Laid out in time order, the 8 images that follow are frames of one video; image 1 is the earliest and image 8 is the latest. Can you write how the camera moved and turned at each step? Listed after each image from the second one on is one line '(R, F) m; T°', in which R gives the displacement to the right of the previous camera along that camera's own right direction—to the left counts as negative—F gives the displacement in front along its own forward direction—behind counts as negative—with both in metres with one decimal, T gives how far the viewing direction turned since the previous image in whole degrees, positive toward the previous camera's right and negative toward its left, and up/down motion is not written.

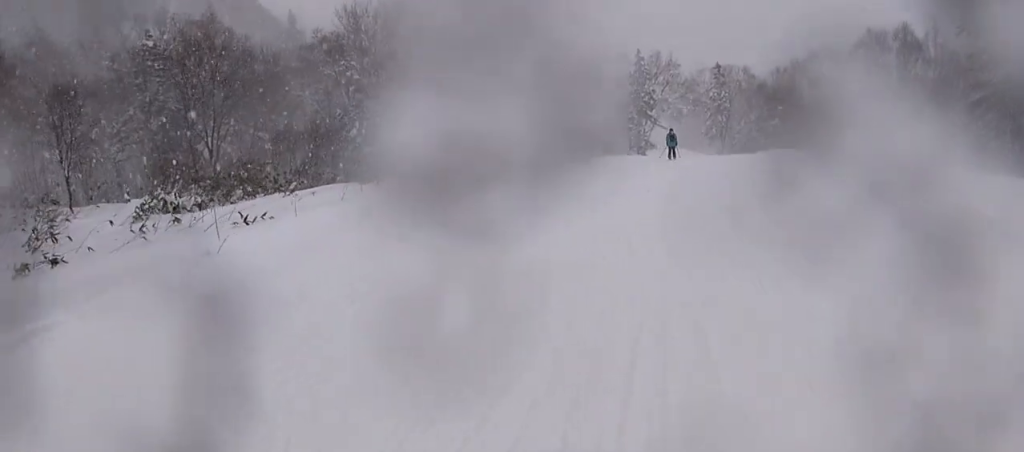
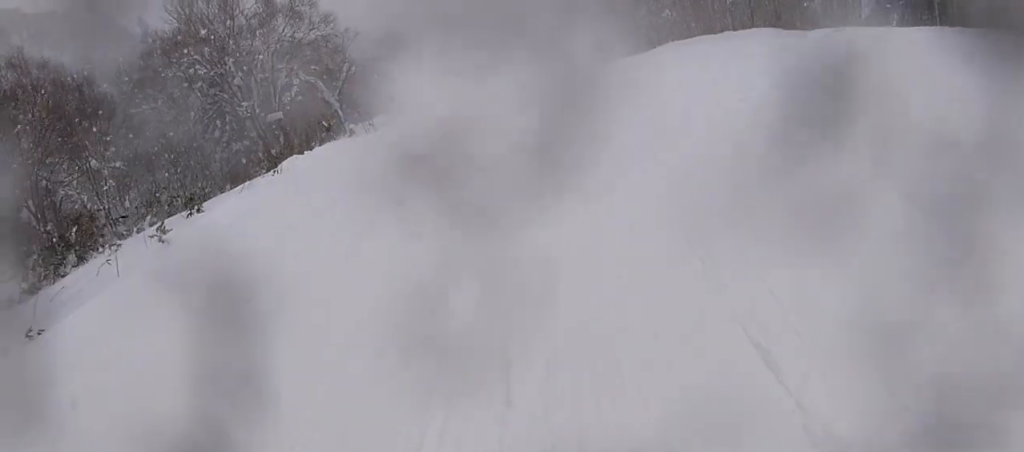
(-0.2, +5.2) m; +13°
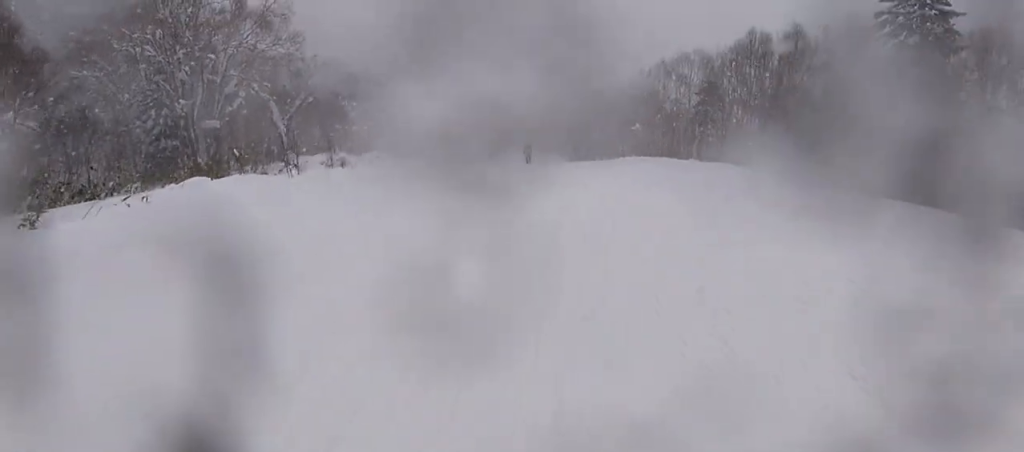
(+1.2, +3.8) m; +5°
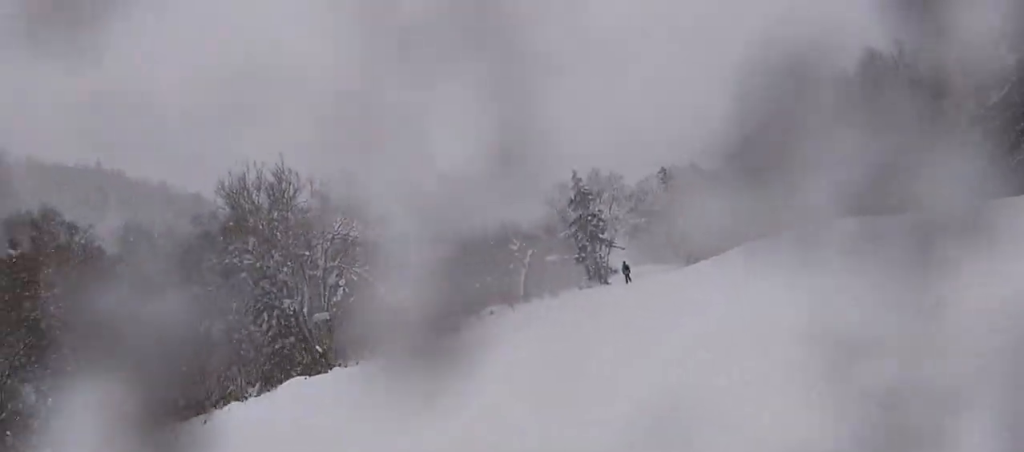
(-0.3, +2.7) m; -7°
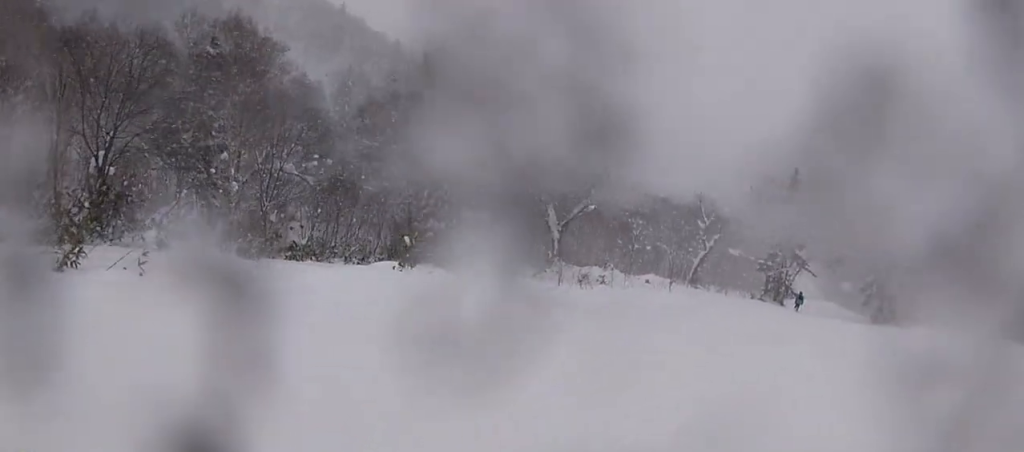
(-0.8, +4.2) m; 0°
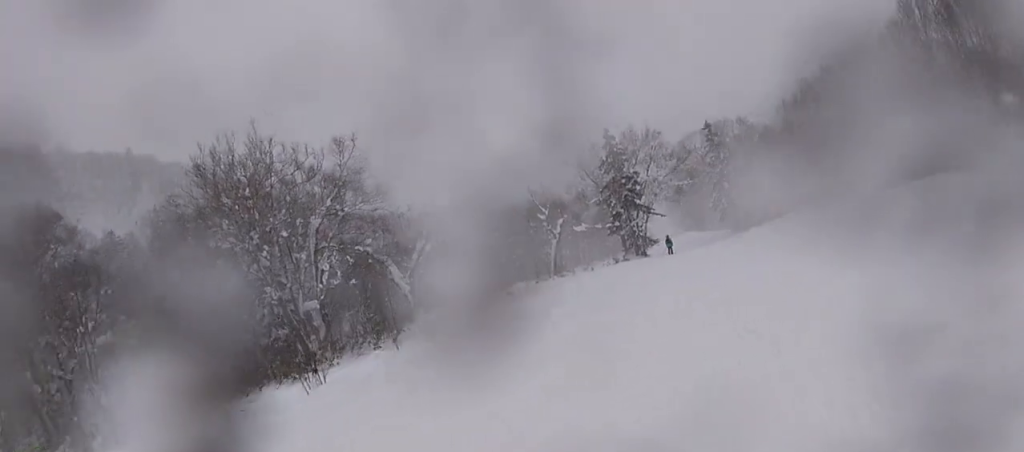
(+0.3, +3.4) m; +12°
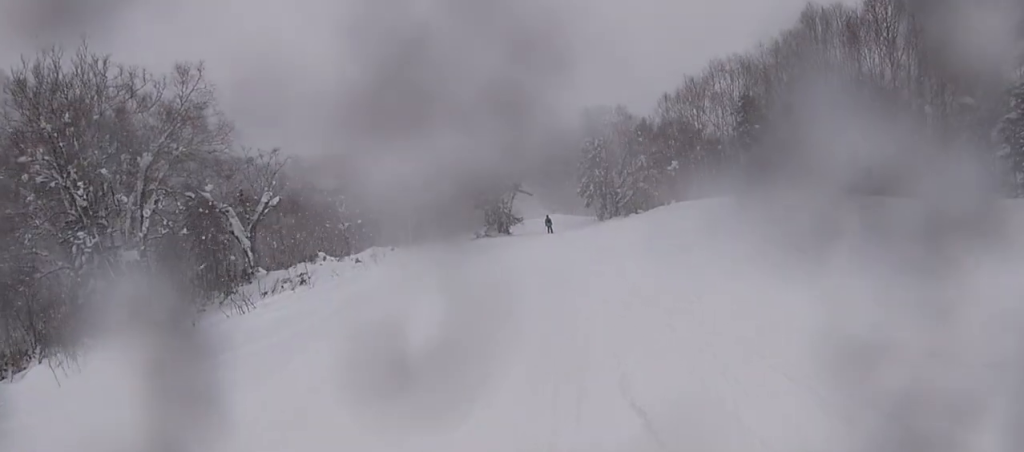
(+0.9, +3.0) m; -4°
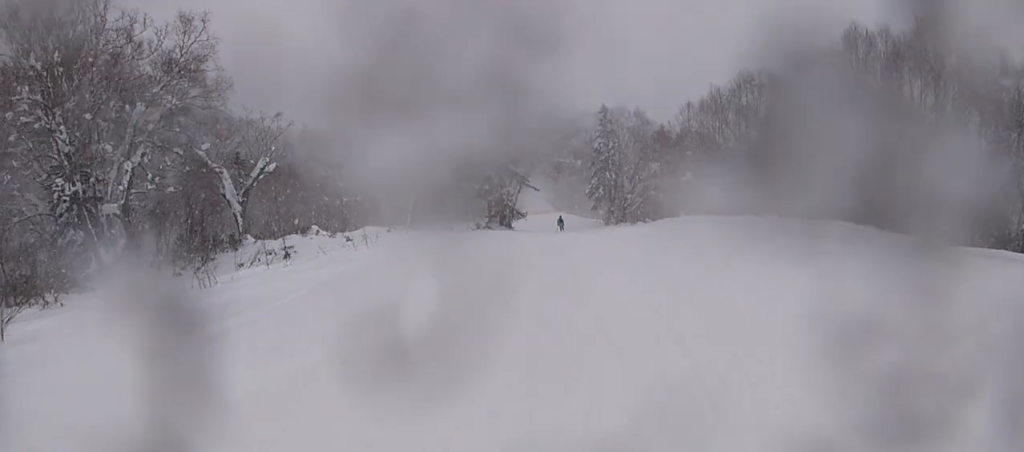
(-0.3, +2.0) m; -6°
